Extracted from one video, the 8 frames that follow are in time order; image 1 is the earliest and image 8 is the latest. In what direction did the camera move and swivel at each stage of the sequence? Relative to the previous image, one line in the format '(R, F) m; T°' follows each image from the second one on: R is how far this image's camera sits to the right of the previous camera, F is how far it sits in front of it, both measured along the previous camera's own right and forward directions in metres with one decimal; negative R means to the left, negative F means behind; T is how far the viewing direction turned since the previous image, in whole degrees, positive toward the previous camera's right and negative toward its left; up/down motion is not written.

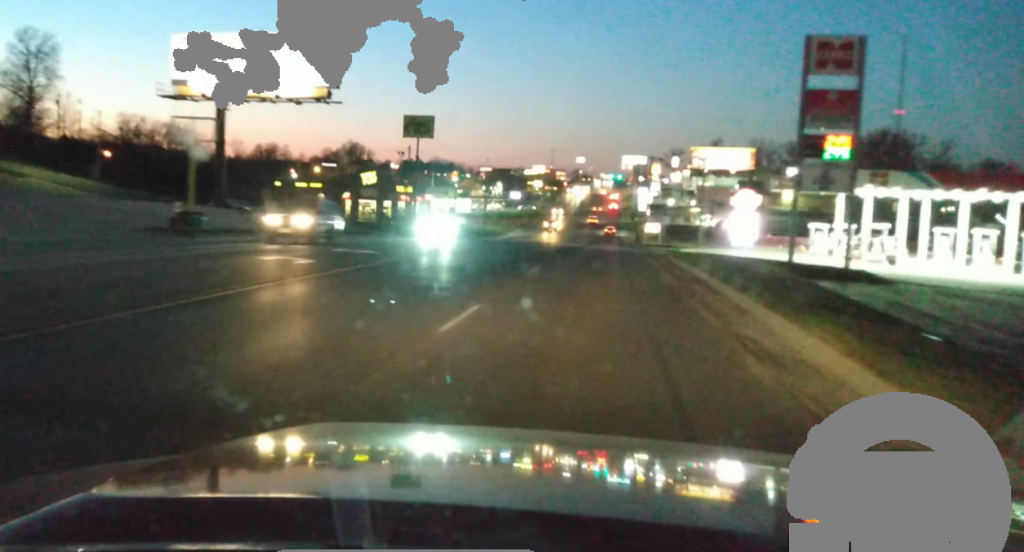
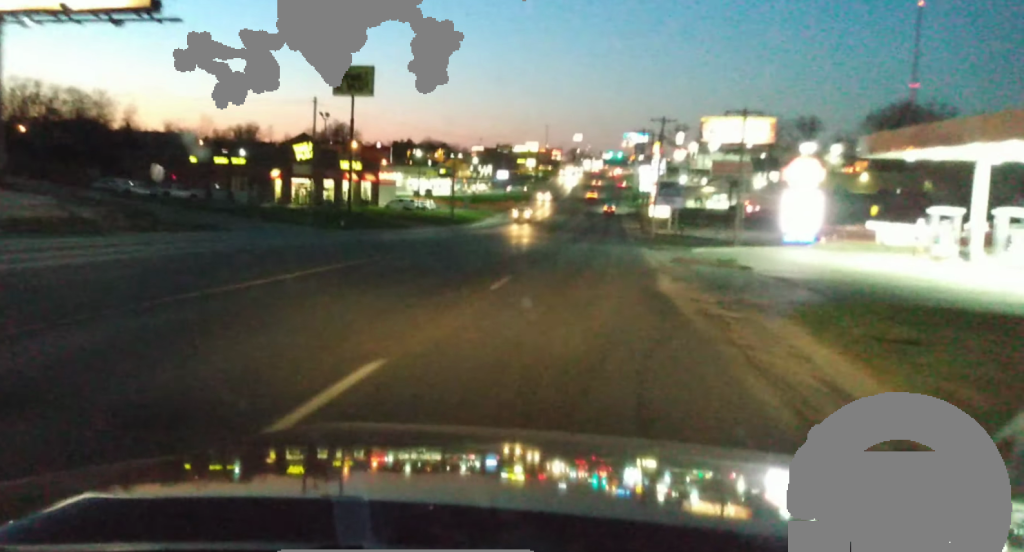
(+0.3, +30.1) m; +1°
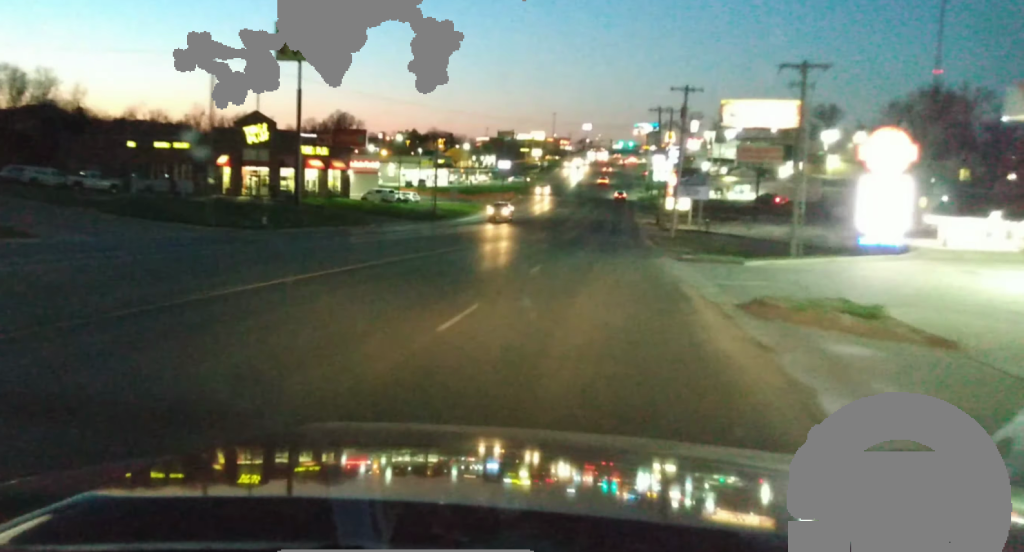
(0.0, +18.1) m; 0°
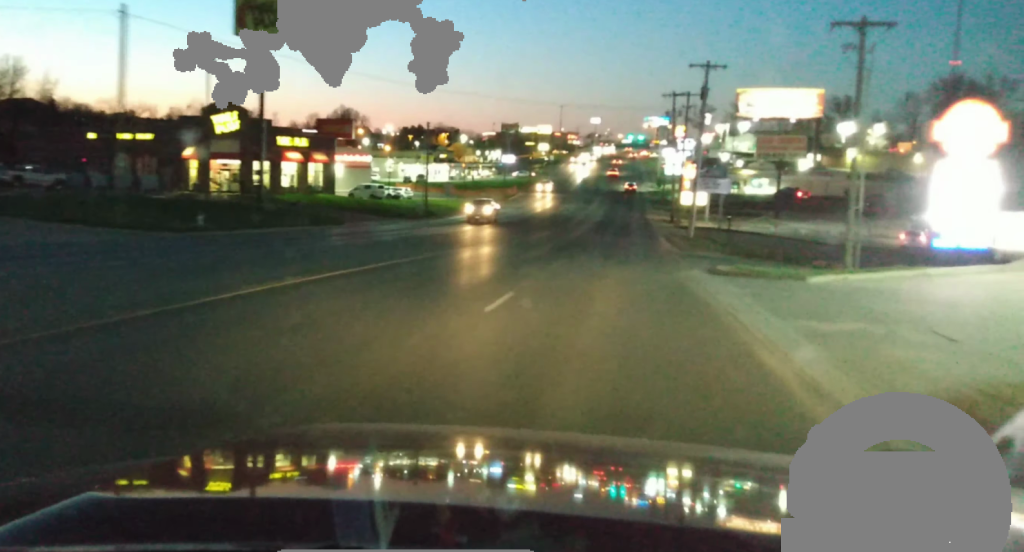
(0.0, +9.7) m; 0°
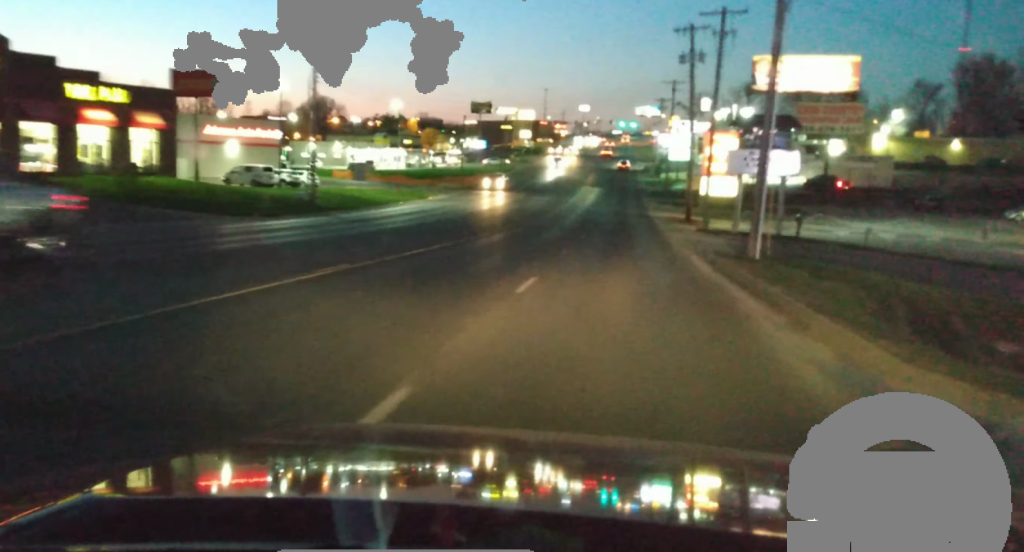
(+0.3, +34.0) m; 0°
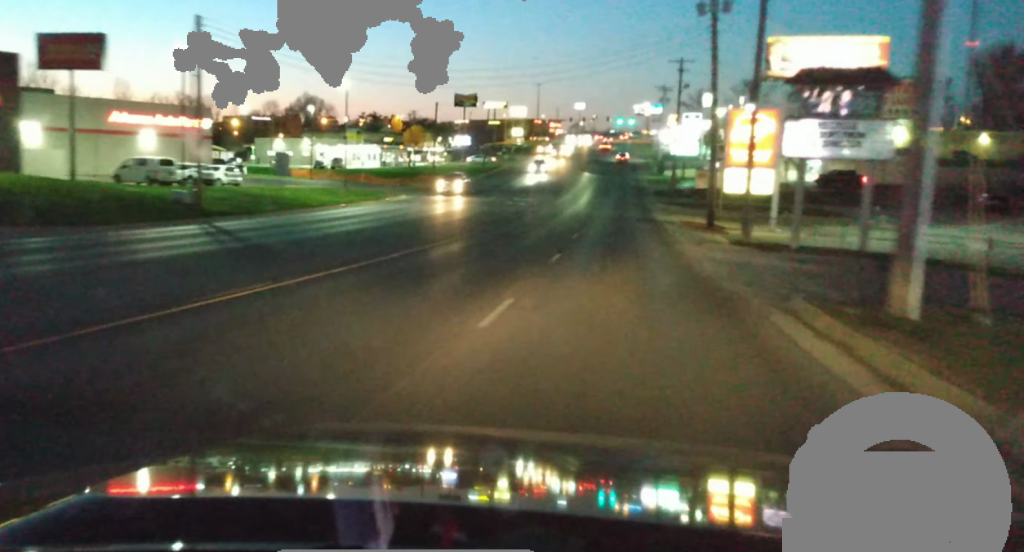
(-0.1, +17.3) m; -1°
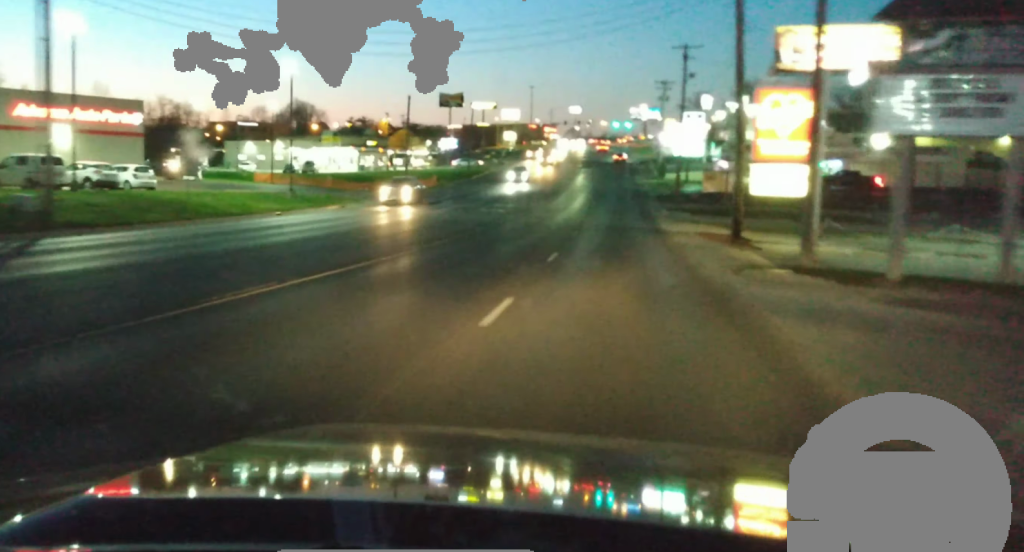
(0.0, +12.0) m; 0°
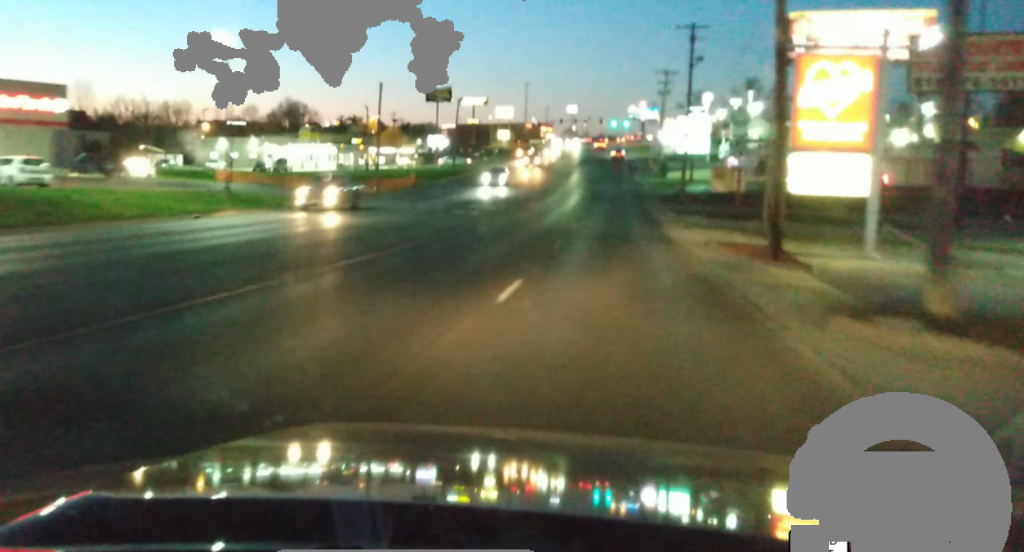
(0.0, +10.0) m; 0°
